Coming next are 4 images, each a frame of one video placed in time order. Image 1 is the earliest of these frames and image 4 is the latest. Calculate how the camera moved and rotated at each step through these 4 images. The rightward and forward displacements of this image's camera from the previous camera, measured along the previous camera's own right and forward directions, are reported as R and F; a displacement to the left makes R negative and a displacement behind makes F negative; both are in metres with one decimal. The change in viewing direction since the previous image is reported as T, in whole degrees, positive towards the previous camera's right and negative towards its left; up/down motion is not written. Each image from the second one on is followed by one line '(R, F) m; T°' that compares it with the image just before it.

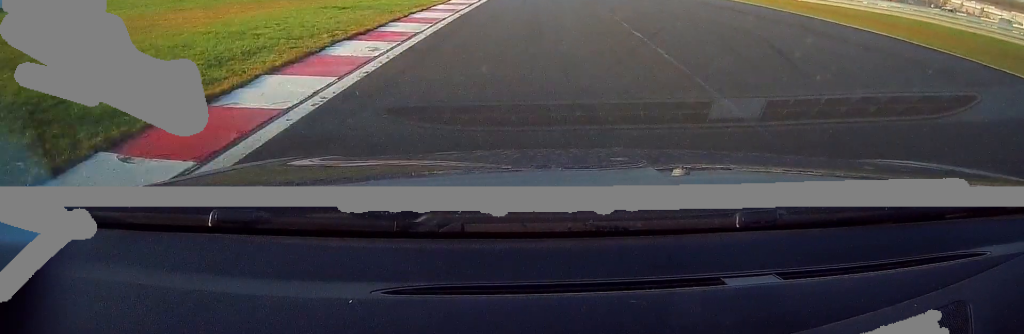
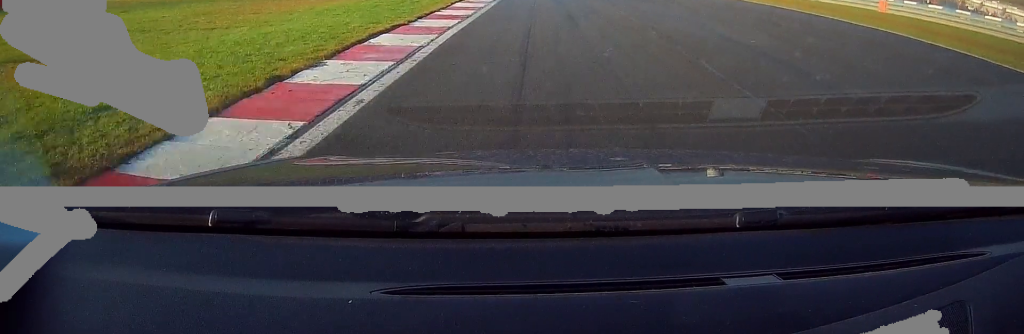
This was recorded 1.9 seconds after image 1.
(0.0, +18.3) m; -1°
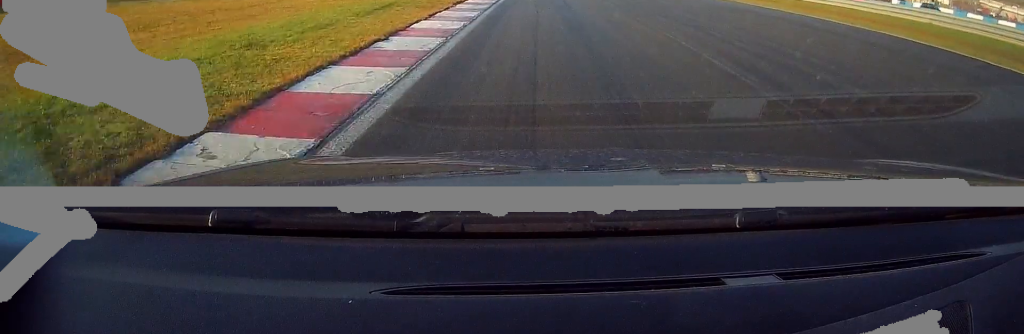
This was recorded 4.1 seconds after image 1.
(-0.6, +23.1) m; 0°
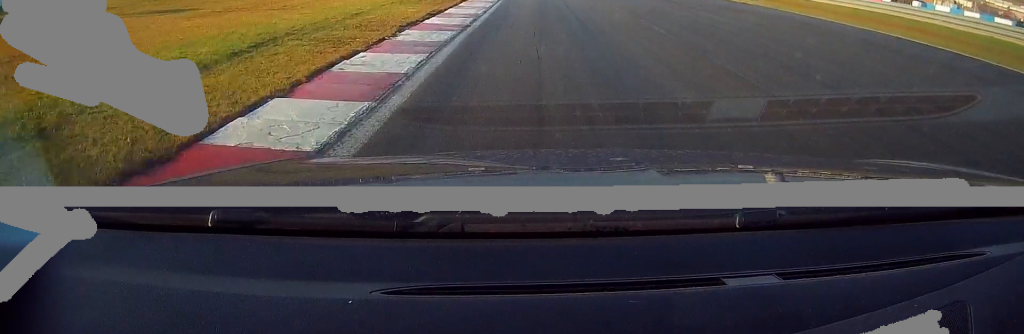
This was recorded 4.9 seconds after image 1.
(+0.2, +8.3) m; +1°
